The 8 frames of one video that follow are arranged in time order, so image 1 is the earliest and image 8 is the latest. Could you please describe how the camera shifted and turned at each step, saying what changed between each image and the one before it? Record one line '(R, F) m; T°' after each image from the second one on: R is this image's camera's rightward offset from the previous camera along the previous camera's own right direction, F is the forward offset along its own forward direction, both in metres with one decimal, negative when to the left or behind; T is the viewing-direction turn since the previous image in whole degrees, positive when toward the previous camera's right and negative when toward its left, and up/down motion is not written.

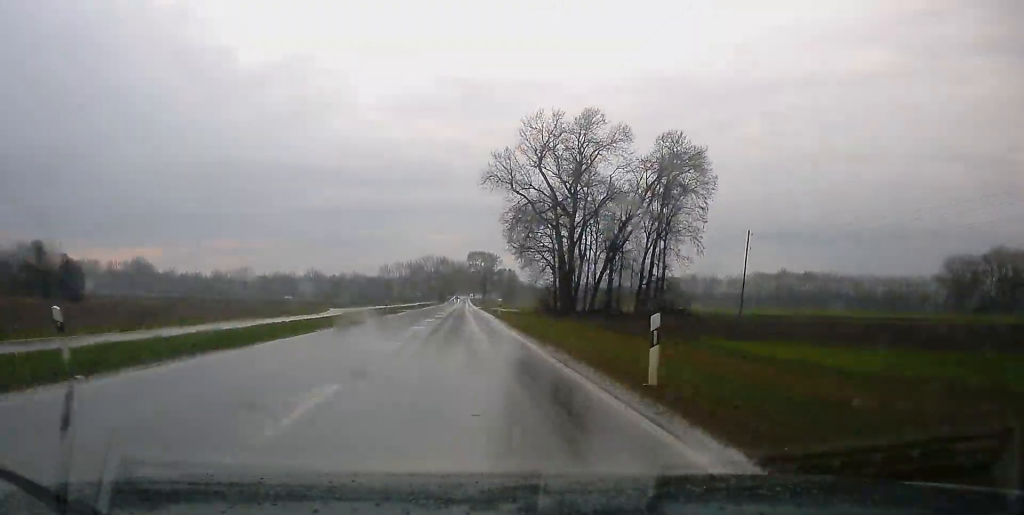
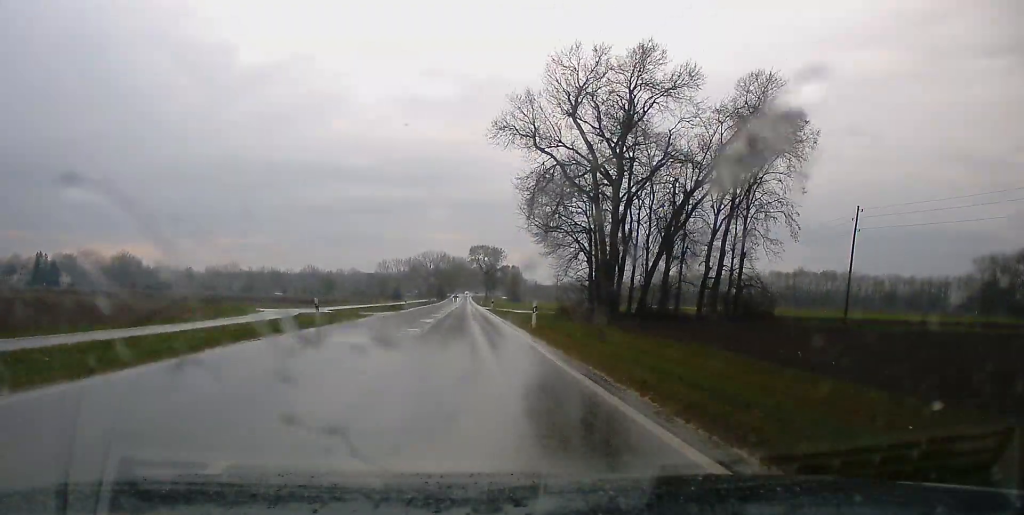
(-0.1, +29.3) m; 0°
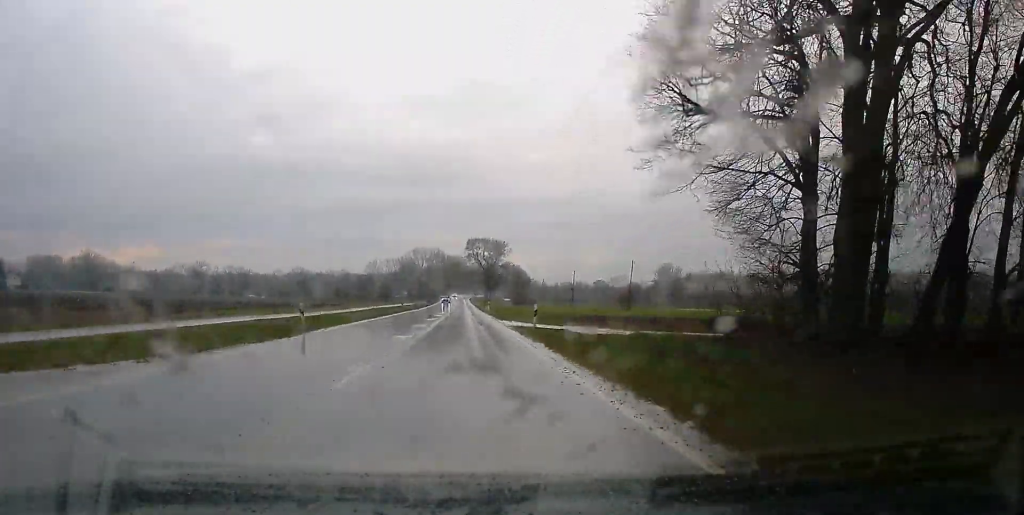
(-0.5, +51.2) m; 0°
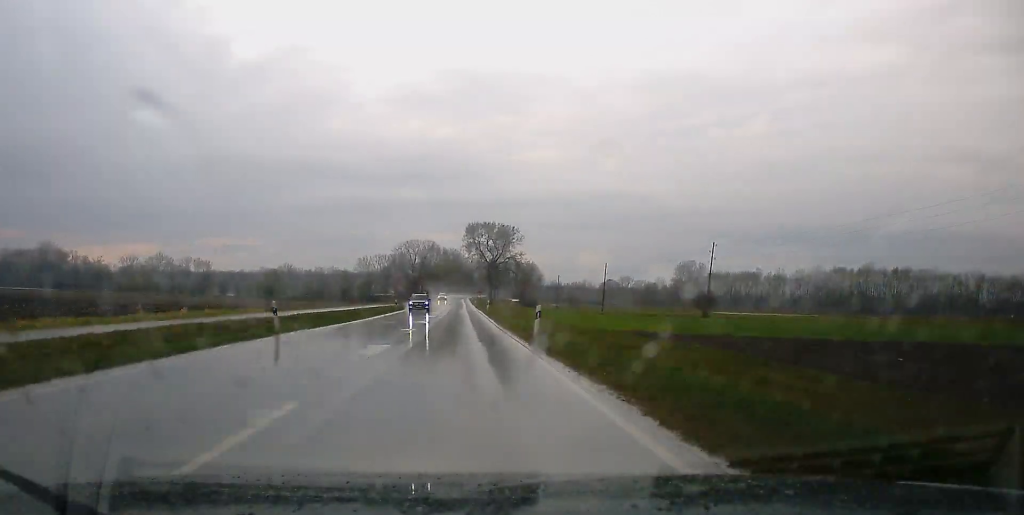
(0.0, +54.3) m; 0°
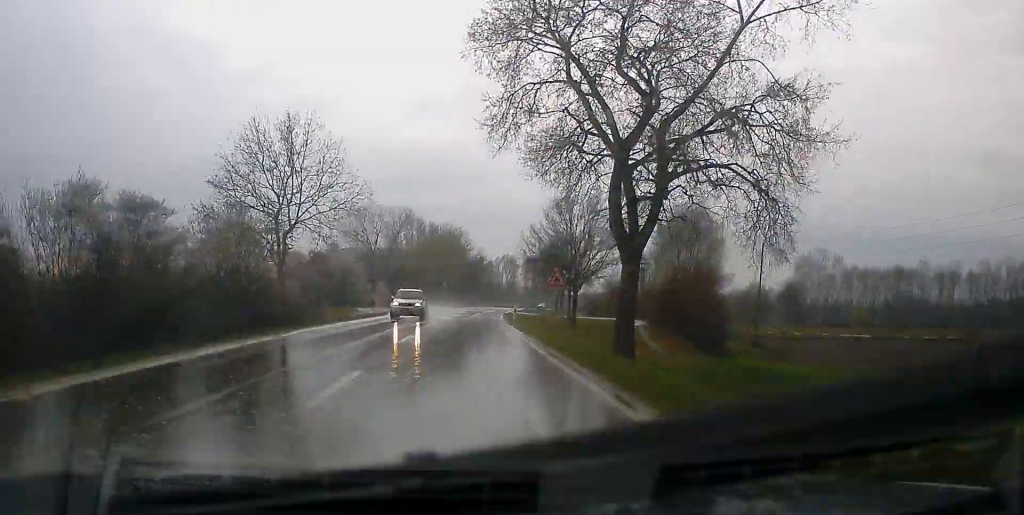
(+3.0, +174.0) m; +2°
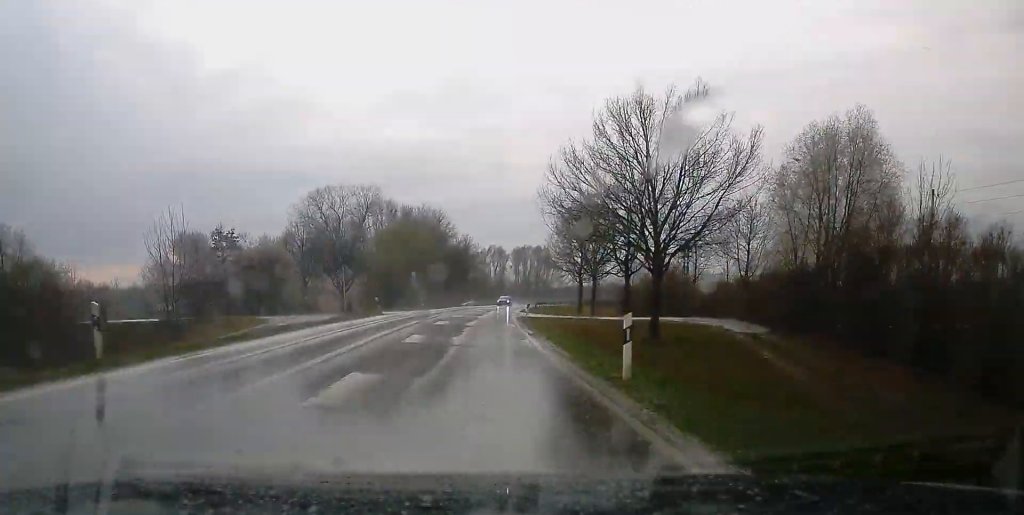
(0.0, +35.6) m; +3°
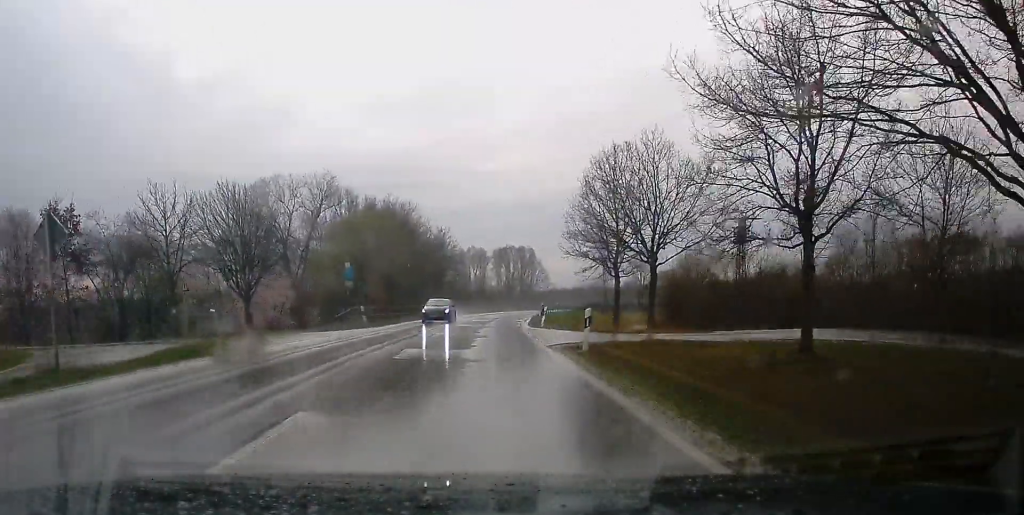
(+1.4, +27.8) m; +1°
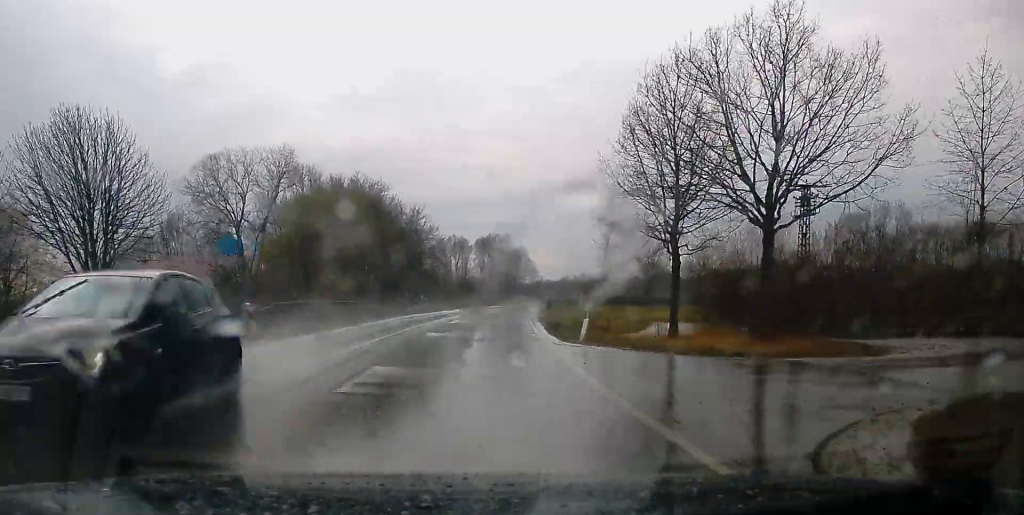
(+0.4, +18.1) m; +1°
